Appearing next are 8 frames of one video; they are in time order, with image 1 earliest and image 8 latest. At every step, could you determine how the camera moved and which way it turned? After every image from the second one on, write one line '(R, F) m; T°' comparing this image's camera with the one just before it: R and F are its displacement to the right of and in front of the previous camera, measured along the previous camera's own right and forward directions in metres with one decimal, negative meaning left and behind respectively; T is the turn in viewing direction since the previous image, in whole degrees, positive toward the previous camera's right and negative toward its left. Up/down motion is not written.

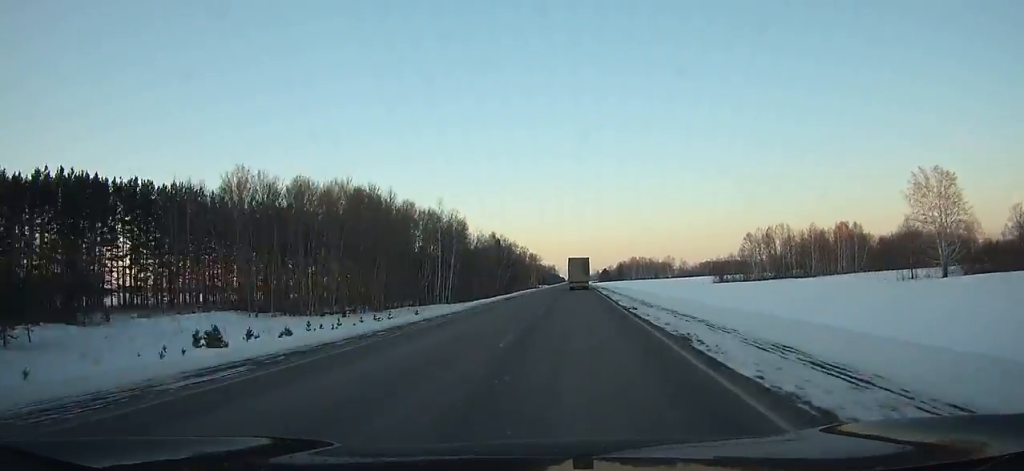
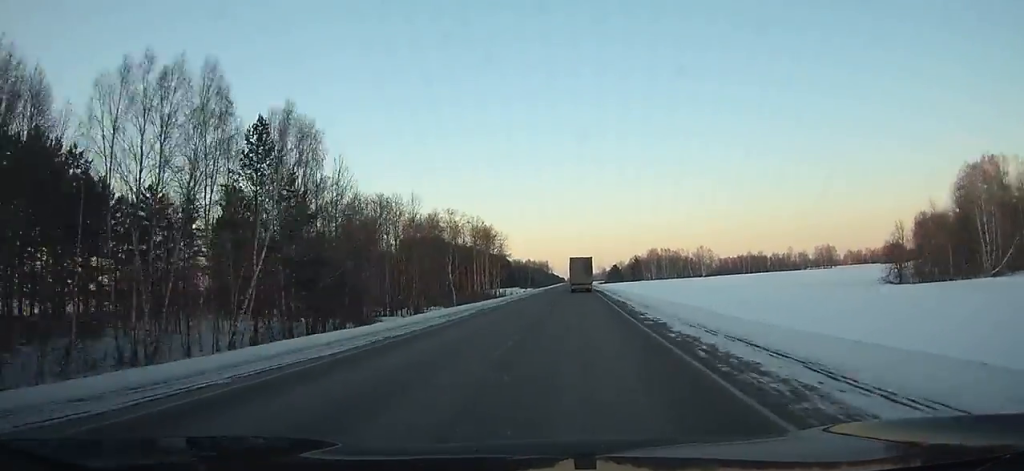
(-0.1, +144.8) m; 0°
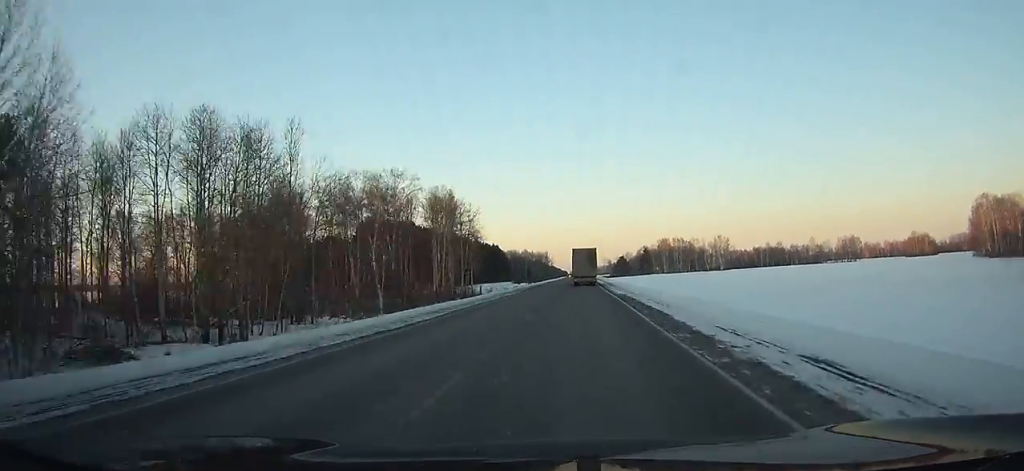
(+0.1, +43.0) m; 0°
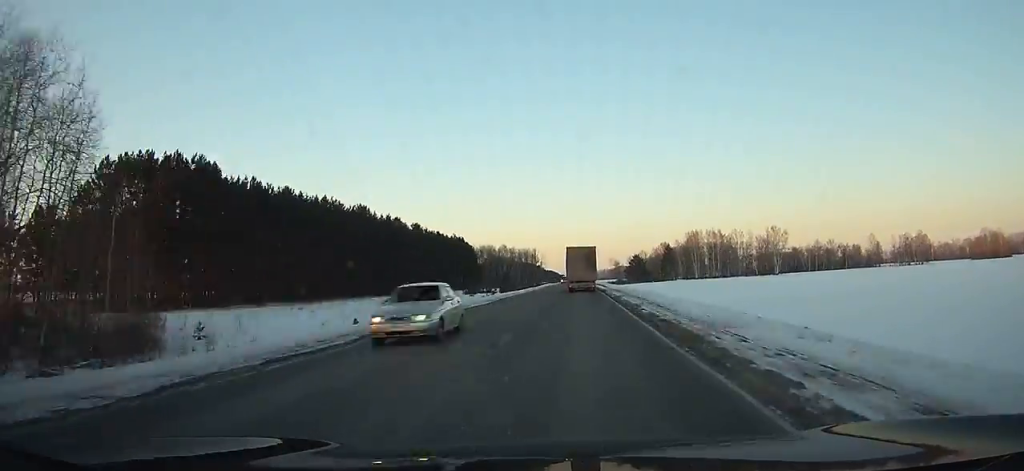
(-0.1, +99.1) m; 0°
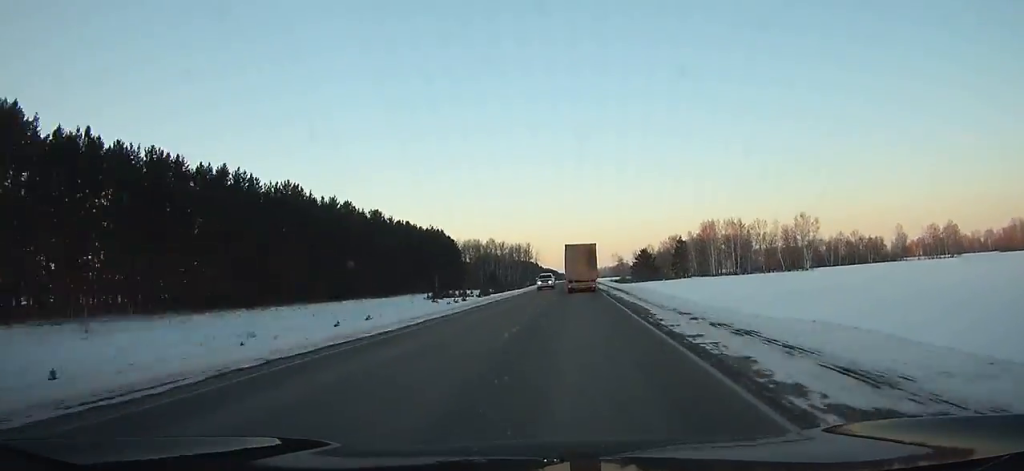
(+0.1, +35.5) m; 0°
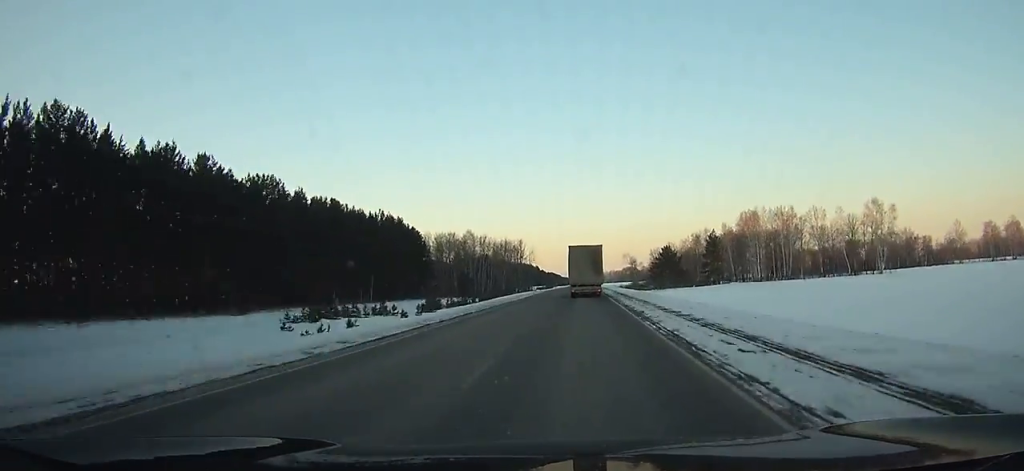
(-0.1, +55.2) m; 0°
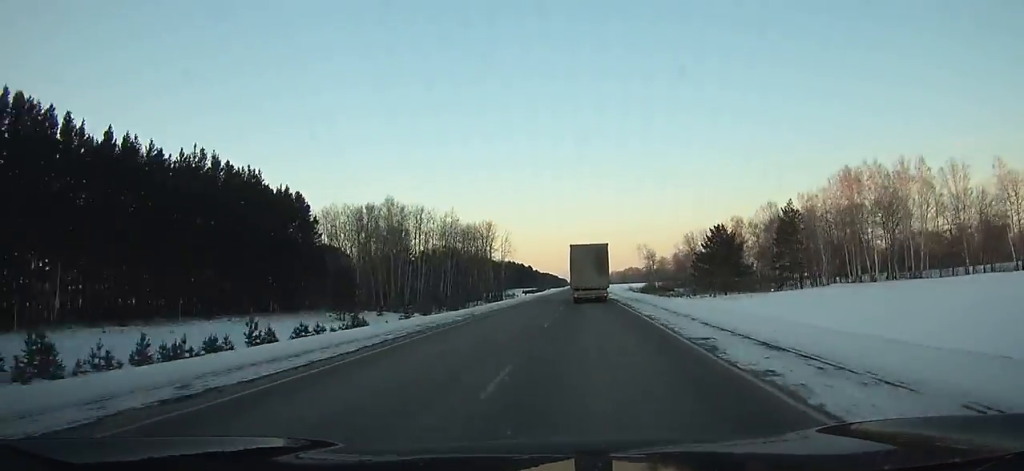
(-0.1, +74.3) m; 0°
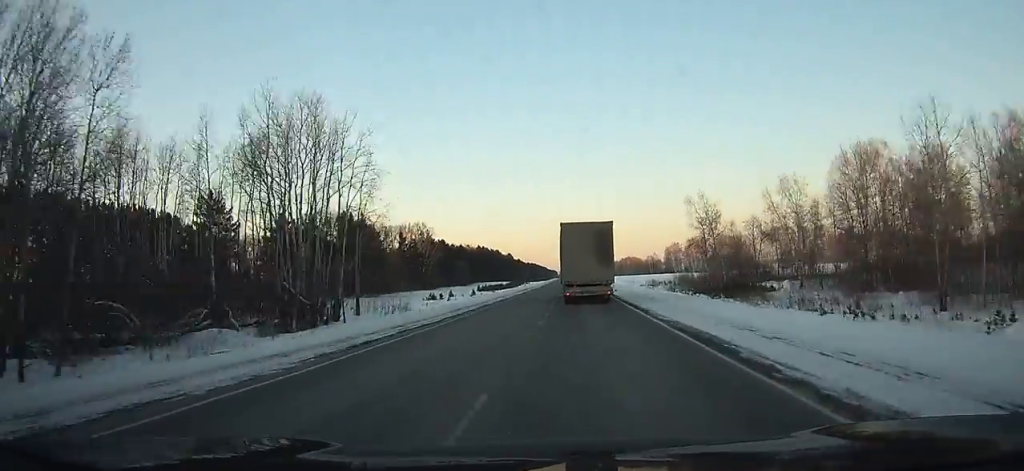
(+0.2, +94.5) m; 0°
